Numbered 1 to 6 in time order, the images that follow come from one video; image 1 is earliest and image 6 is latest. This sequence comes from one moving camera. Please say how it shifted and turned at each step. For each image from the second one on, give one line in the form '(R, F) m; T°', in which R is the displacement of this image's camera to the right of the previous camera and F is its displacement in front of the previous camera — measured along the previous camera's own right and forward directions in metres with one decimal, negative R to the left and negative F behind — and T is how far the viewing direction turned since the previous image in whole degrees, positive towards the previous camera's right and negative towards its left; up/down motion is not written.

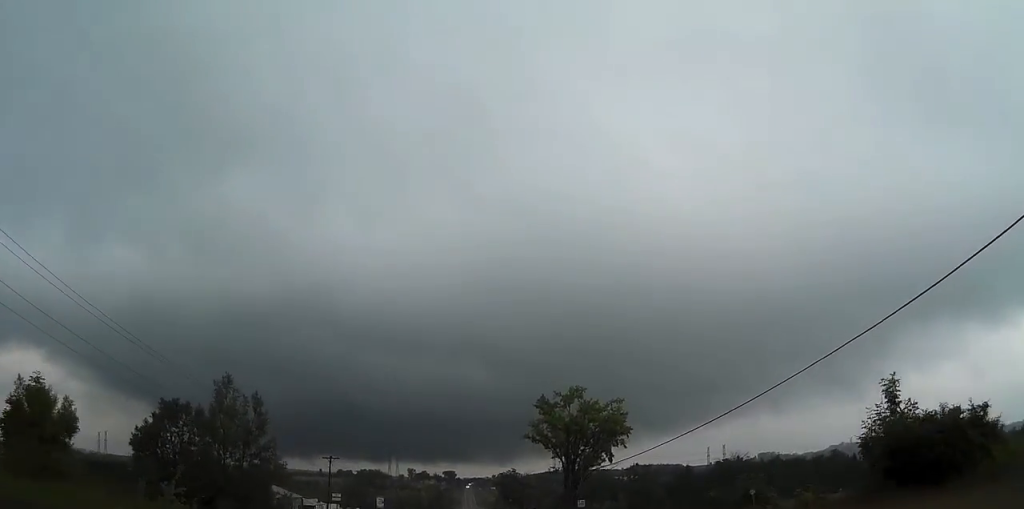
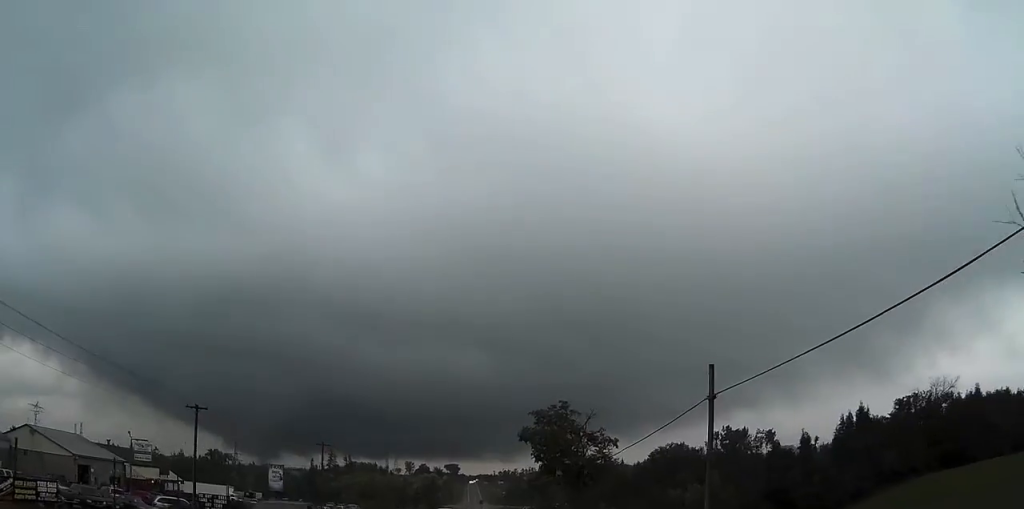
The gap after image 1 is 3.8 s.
(+1.1, +98.3) m; 0°
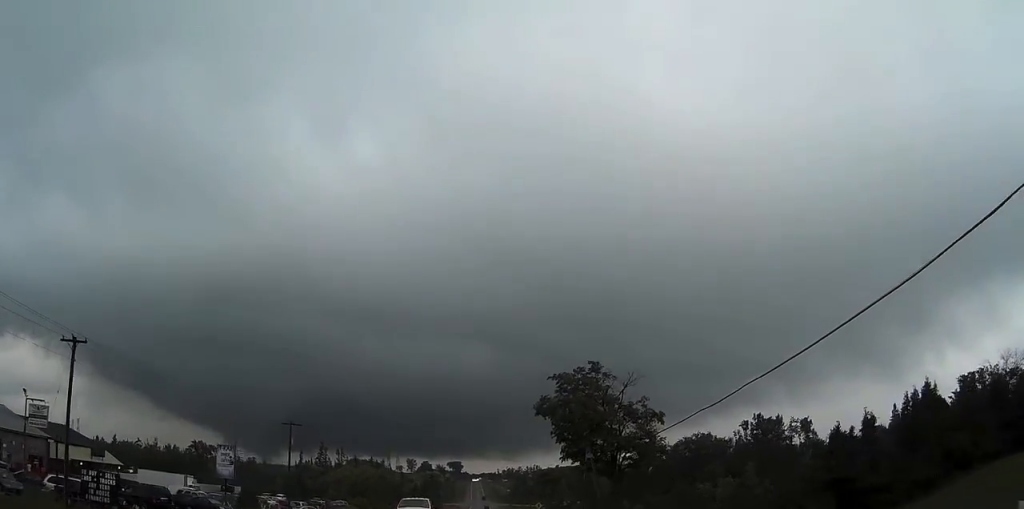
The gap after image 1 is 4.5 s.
(-0.1, +19.1) m; 0°
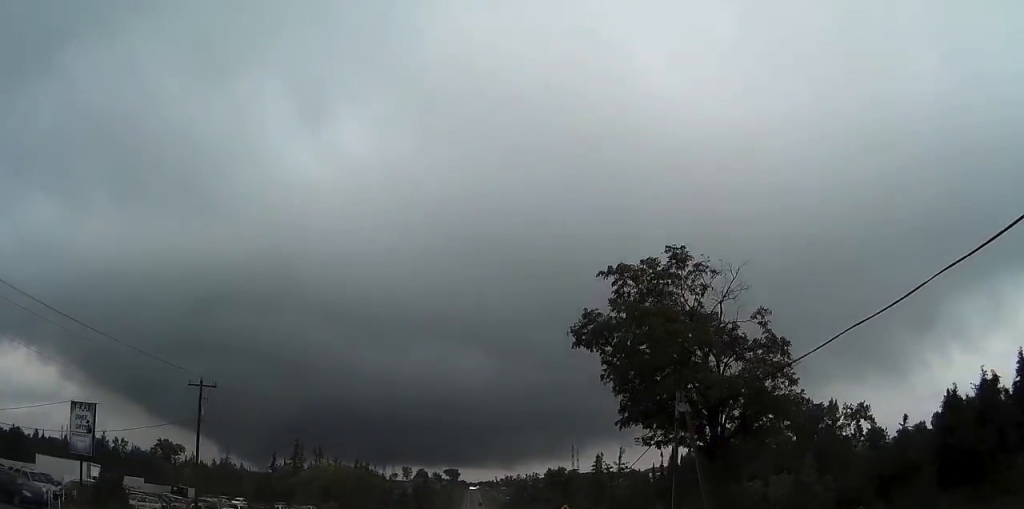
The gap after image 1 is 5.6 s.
(-0.1, +27.1) m; 0°
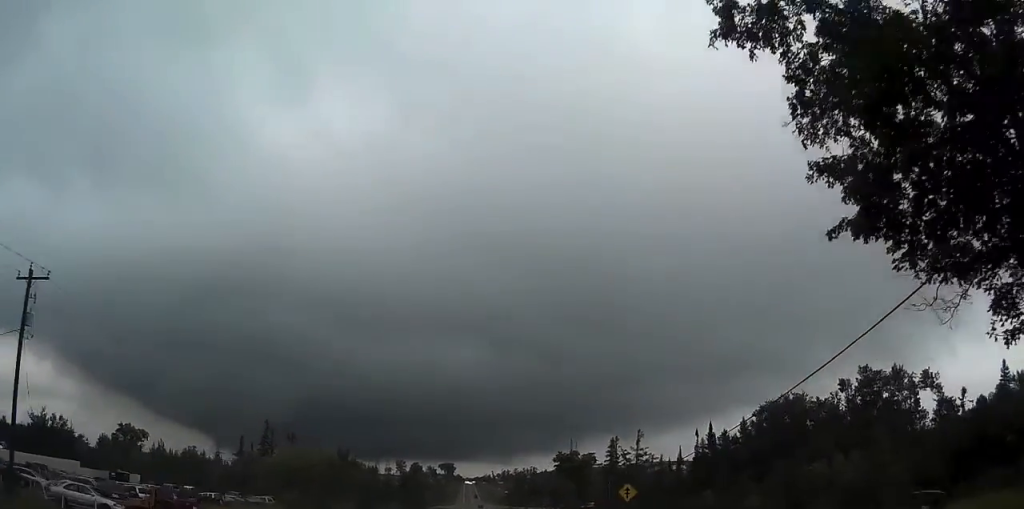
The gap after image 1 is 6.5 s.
(0.0, +24.2) m; 0°
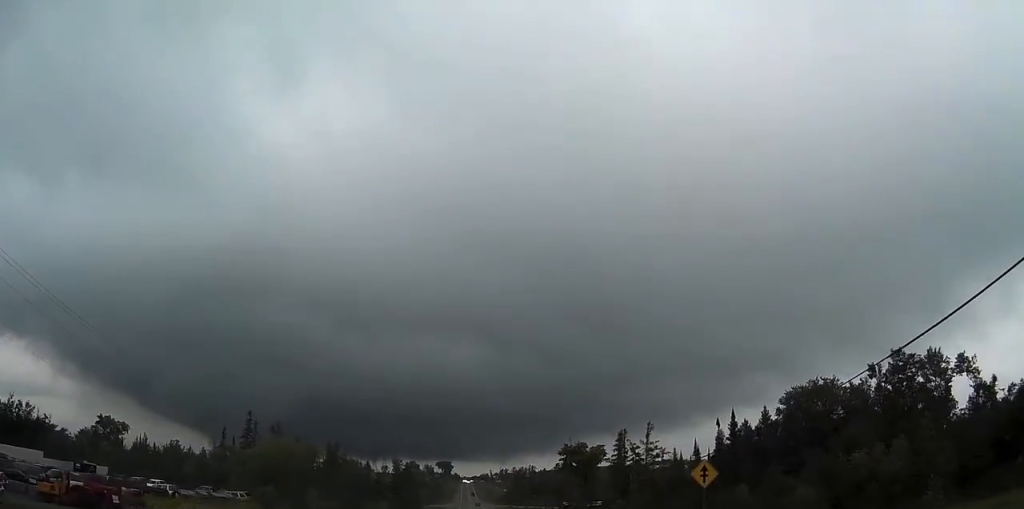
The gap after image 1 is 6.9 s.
(0.0, +10.8) m; 0°
